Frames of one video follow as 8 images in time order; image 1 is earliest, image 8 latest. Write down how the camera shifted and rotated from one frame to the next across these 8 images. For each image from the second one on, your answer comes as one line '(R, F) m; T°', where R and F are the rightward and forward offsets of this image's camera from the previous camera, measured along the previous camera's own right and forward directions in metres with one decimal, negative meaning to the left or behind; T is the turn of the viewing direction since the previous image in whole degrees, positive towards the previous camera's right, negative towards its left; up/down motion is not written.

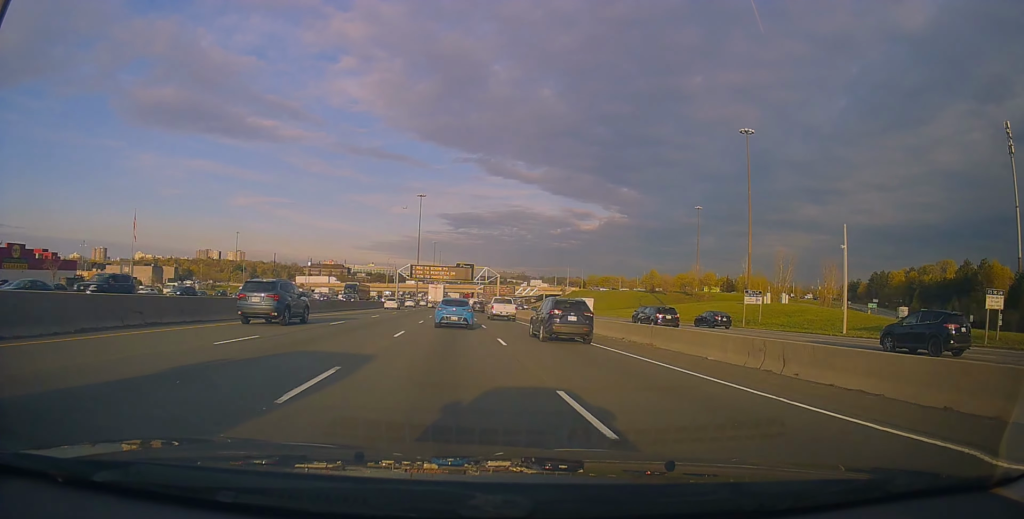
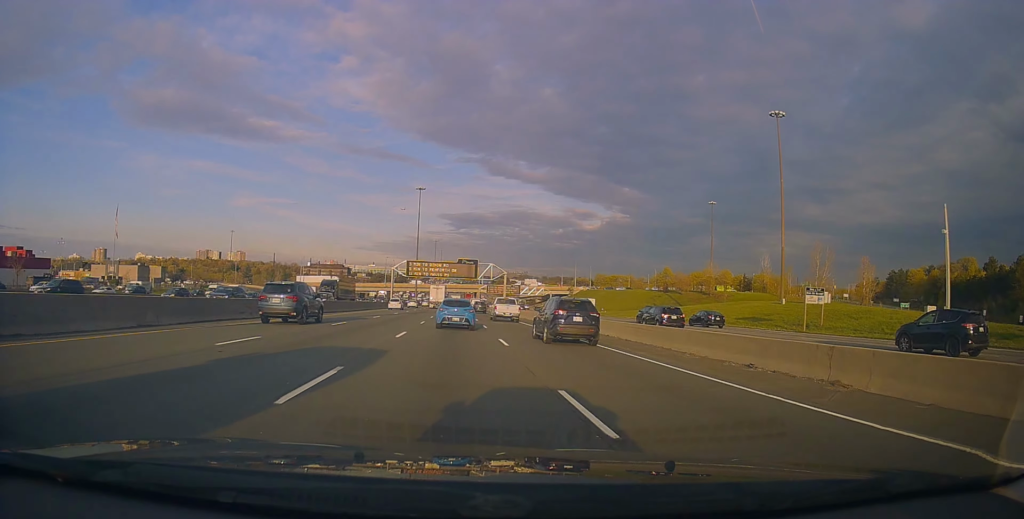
(-0.2, +12.1) m; 0°
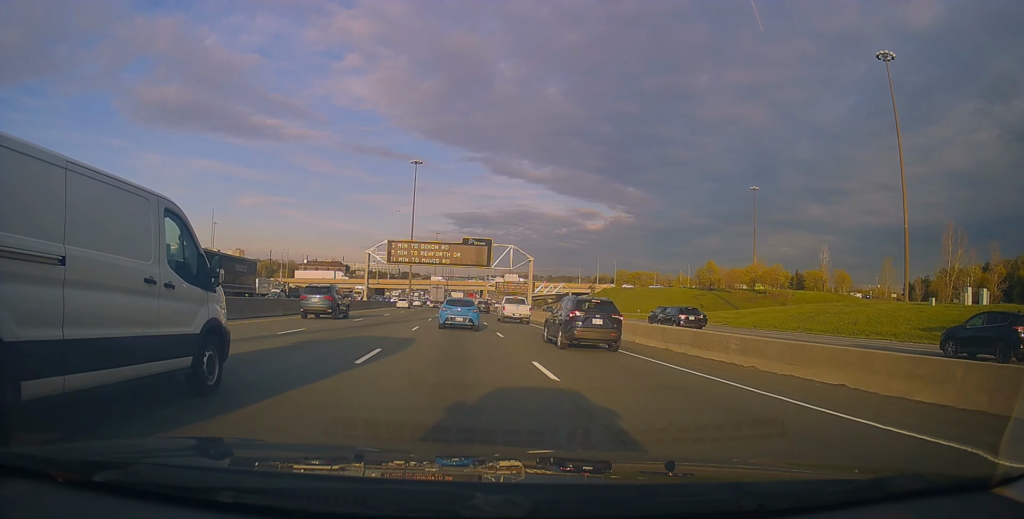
(0.0, +33.0) m; 0°
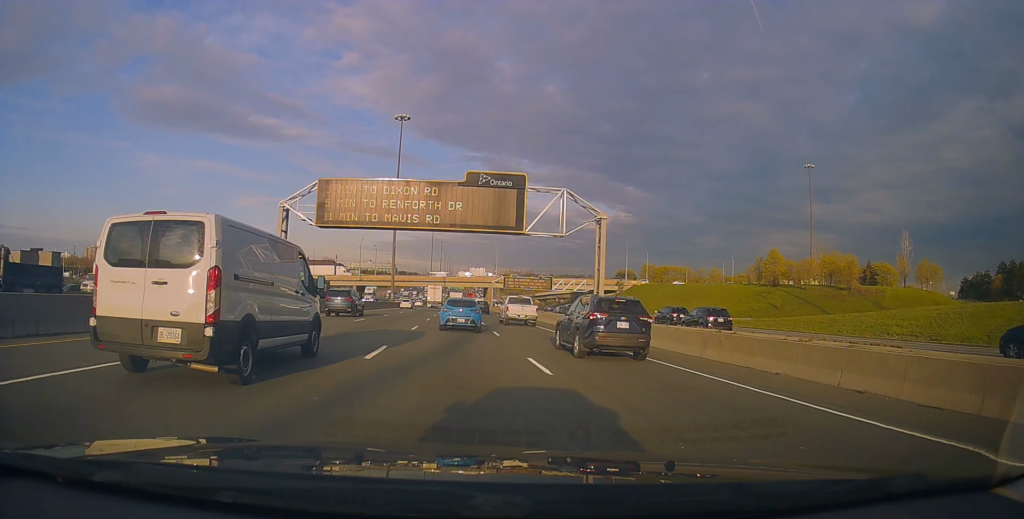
(+0.6, +36.0) m; +1°
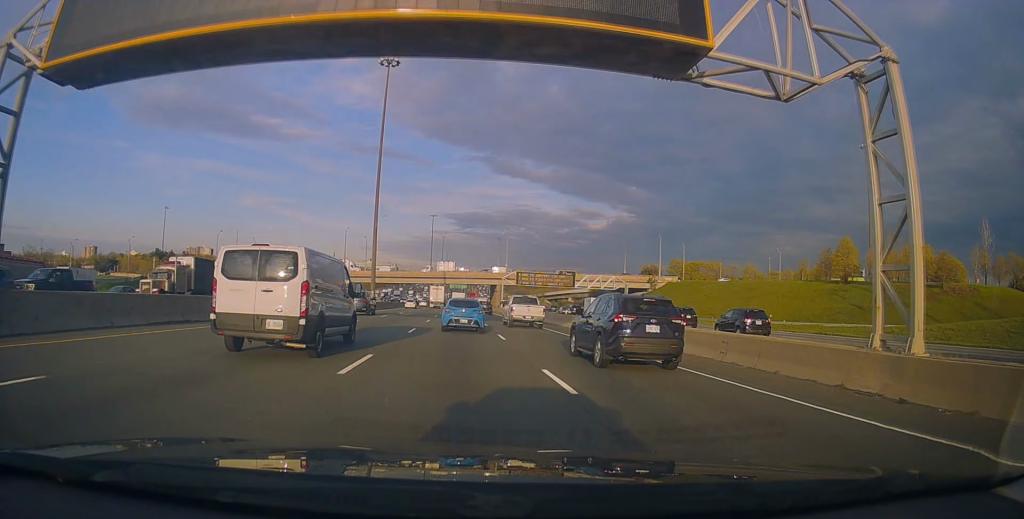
(-0.2, +26.4) m; -1°
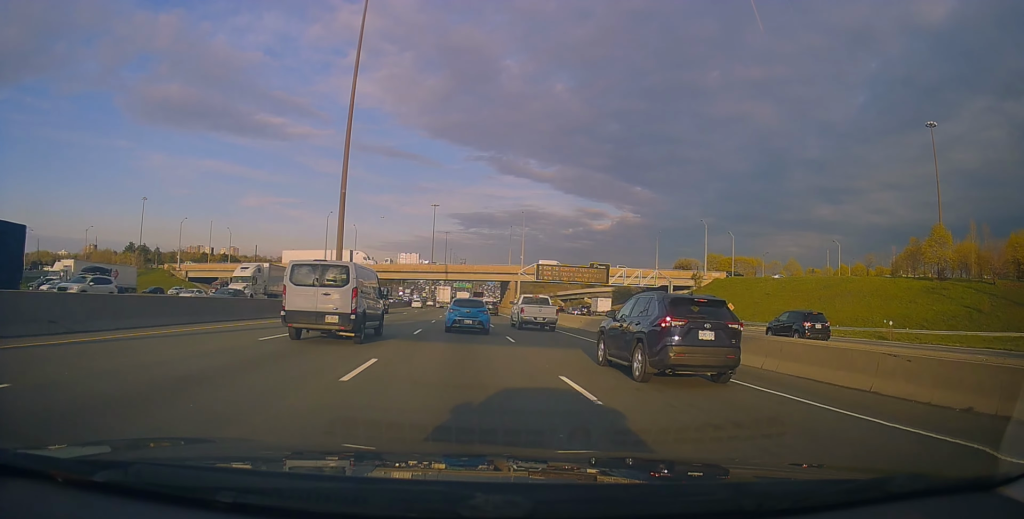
(-0.1, +25.3) m; -1°
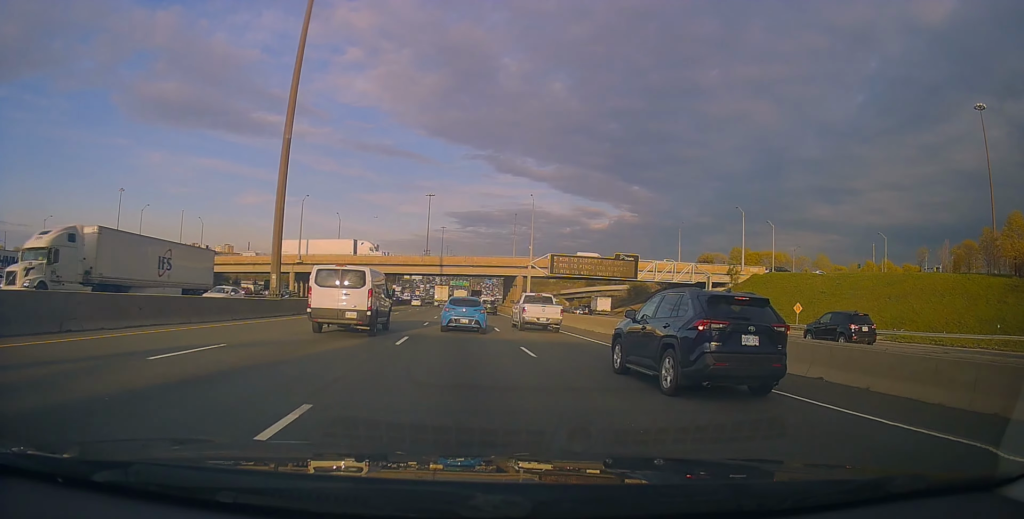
(-0.1, +18.3) m; 0°
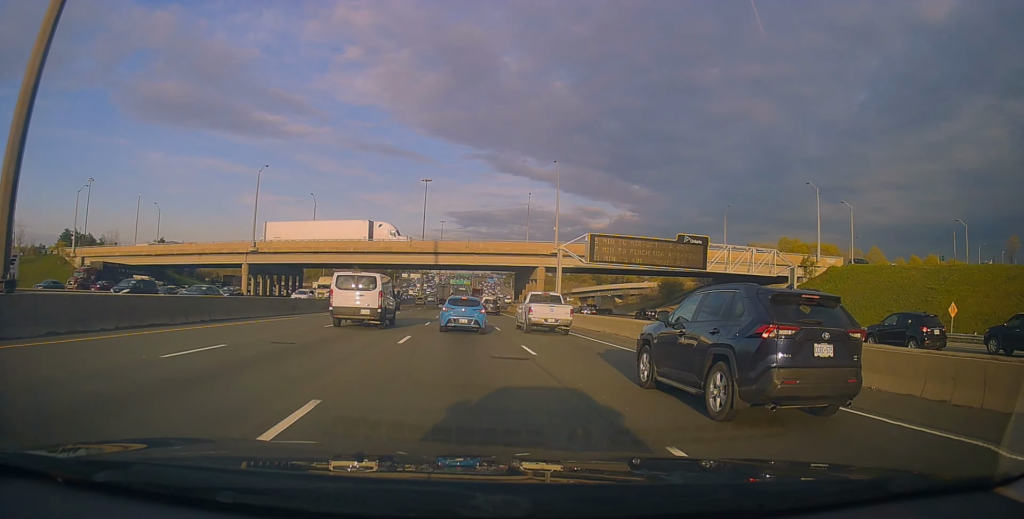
(-0.1, +24.2) m; +1°
